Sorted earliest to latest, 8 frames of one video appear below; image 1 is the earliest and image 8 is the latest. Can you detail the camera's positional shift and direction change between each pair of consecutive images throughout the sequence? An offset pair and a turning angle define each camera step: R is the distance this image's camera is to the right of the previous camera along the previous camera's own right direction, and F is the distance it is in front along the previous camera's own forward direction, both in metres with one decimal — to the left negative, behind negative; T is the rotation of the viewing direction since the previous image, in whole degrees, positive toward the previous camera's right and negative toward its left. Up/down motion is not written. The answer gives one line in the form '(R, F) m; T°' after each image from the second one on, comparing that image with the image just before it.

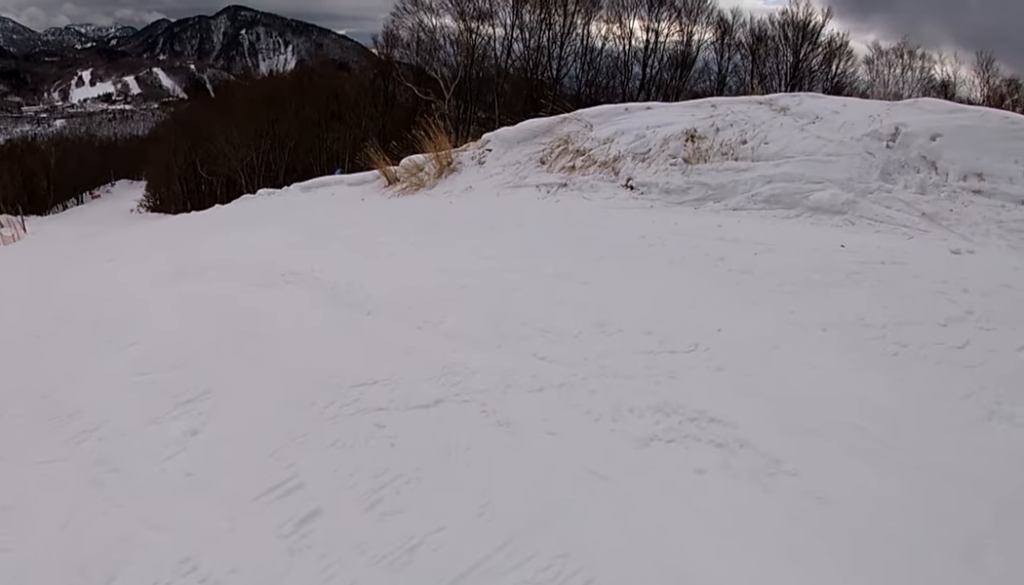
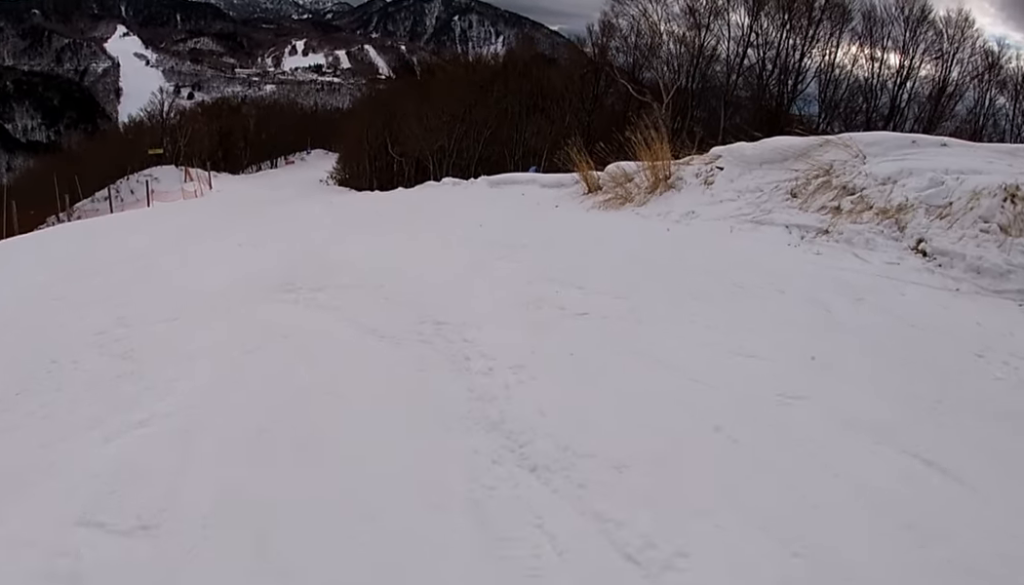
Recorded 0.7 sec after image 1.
(-0.9, +3.1) m; -5°
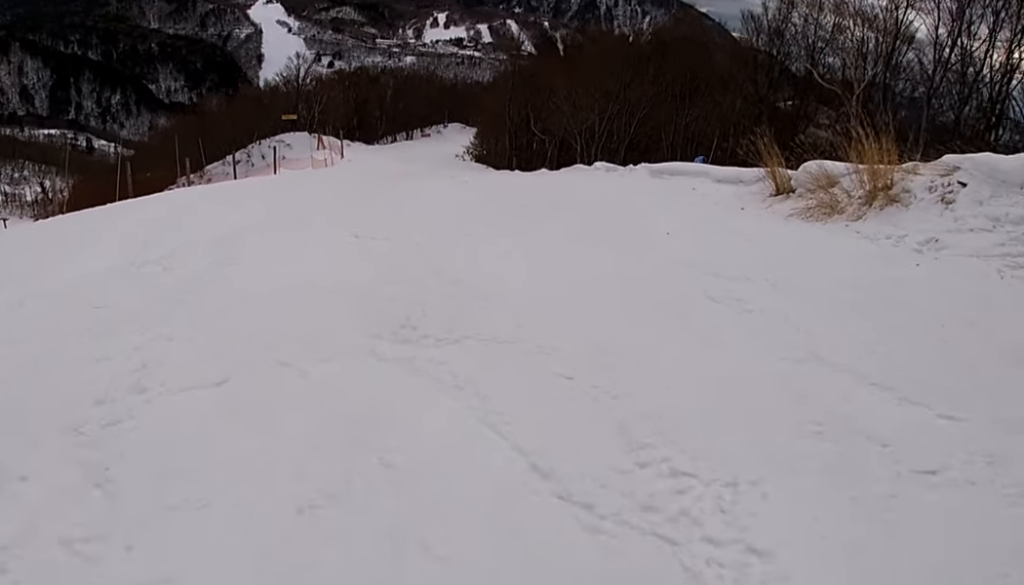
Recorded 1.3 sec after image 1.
(-0.3, +2.9) m; +1°
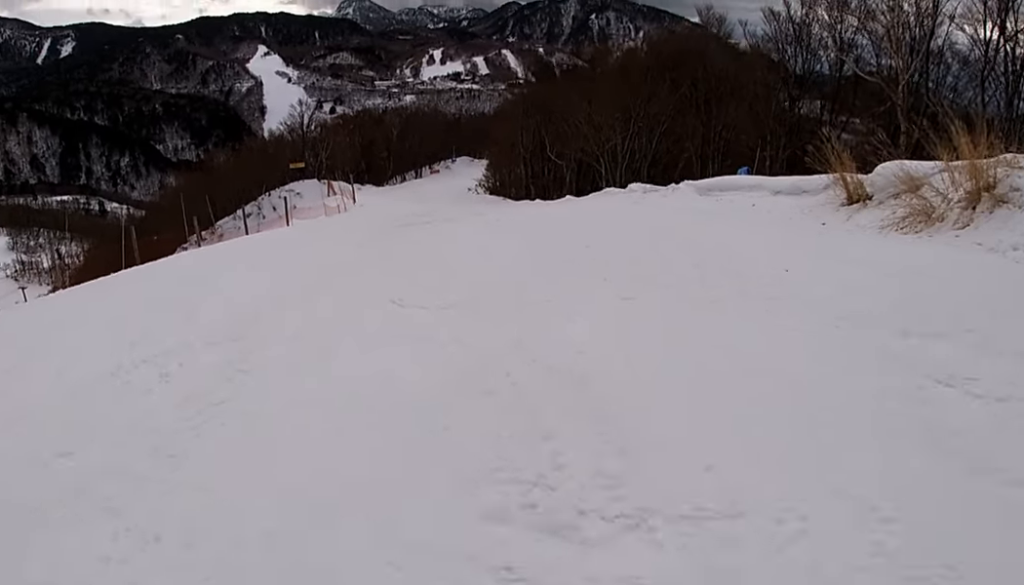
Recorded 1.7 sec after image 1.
(+0.5, +2.0) m; +5°
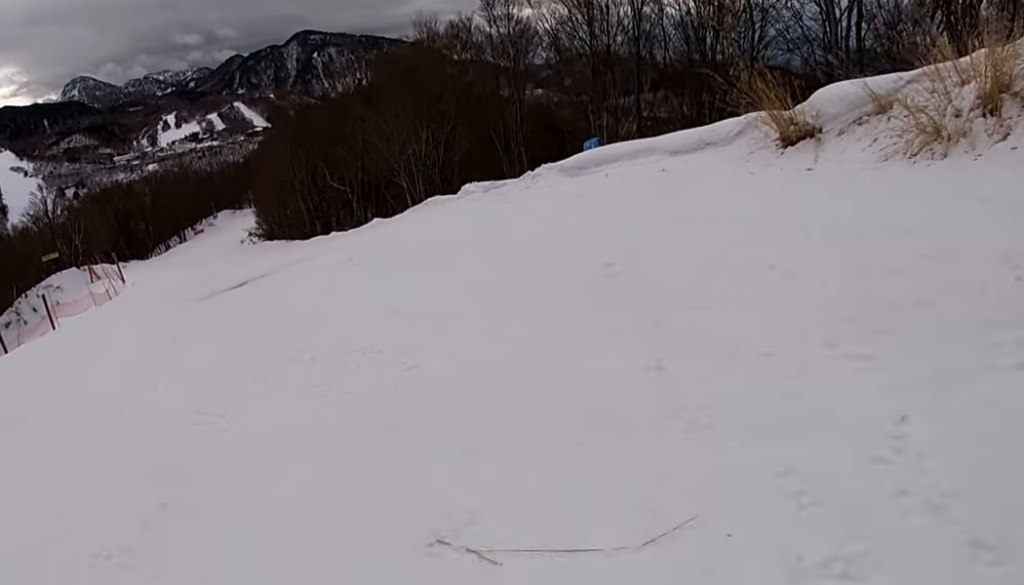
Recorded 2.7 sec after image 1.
(+0.2, +5.0) m; +5°
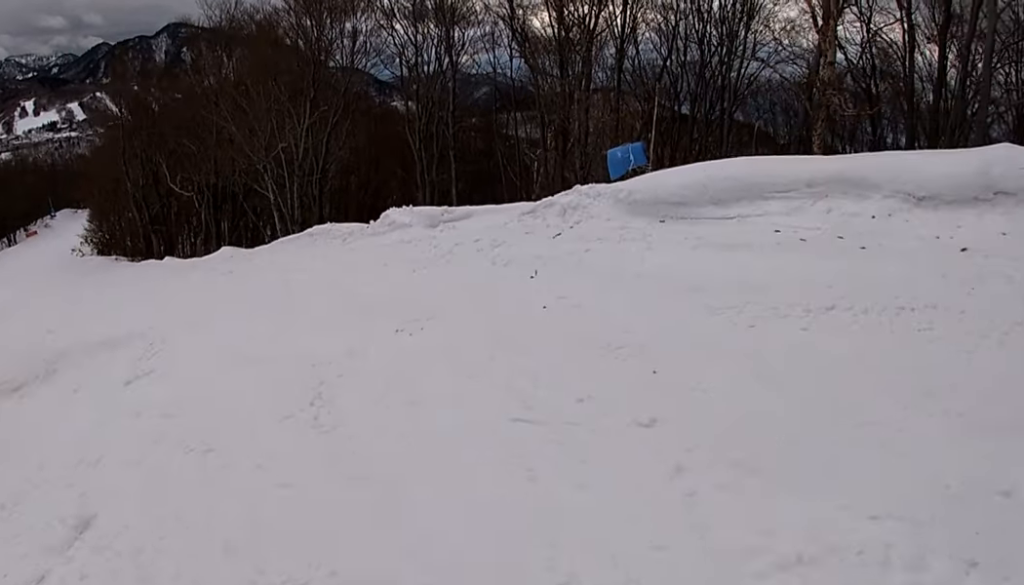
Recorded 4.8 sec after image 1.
(+0.9, +10.2) m; +3°
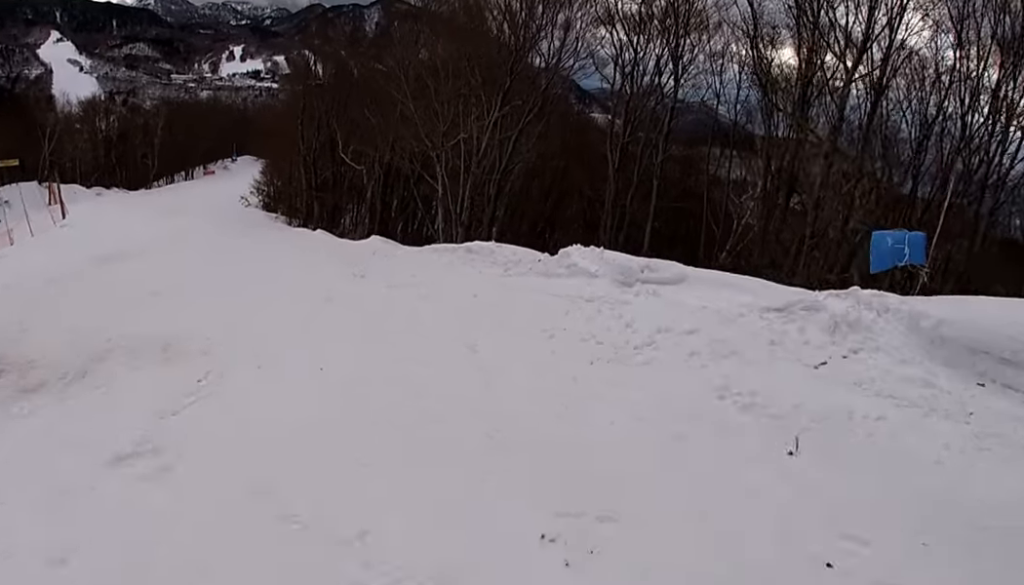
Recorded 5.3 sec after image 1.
(0.0, +3.1) m; -6°
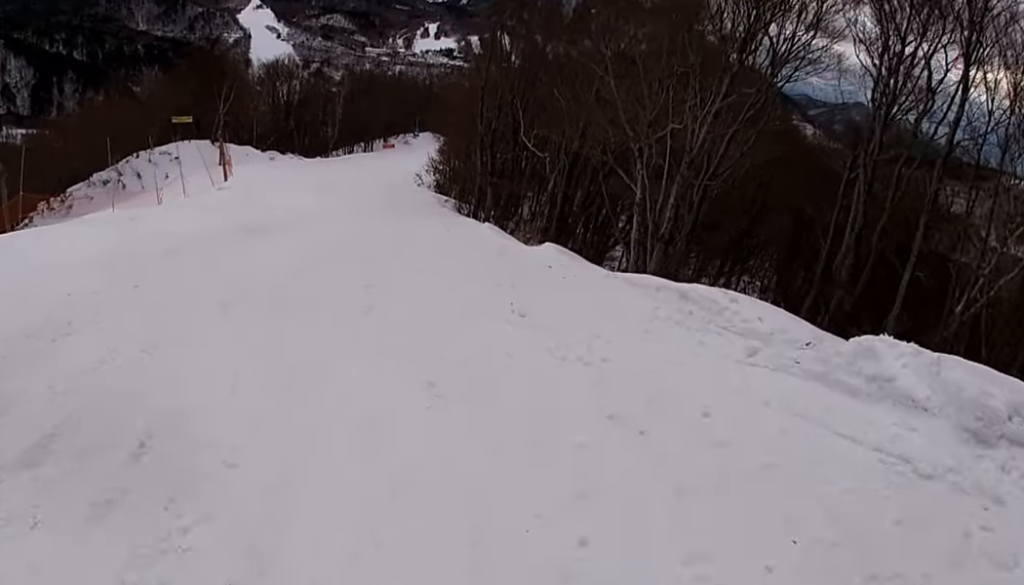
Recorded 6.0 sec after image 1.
(-0.2, +4.0) m; -13°
